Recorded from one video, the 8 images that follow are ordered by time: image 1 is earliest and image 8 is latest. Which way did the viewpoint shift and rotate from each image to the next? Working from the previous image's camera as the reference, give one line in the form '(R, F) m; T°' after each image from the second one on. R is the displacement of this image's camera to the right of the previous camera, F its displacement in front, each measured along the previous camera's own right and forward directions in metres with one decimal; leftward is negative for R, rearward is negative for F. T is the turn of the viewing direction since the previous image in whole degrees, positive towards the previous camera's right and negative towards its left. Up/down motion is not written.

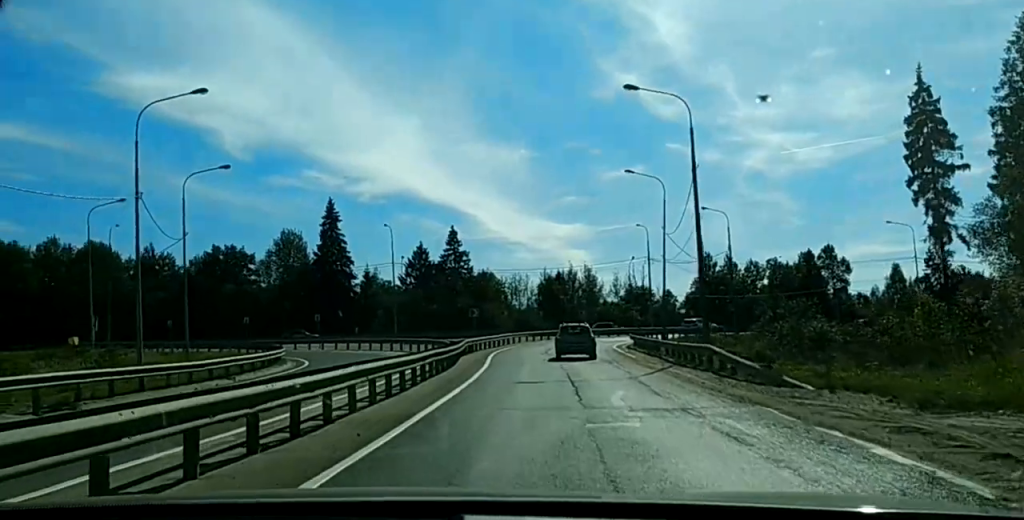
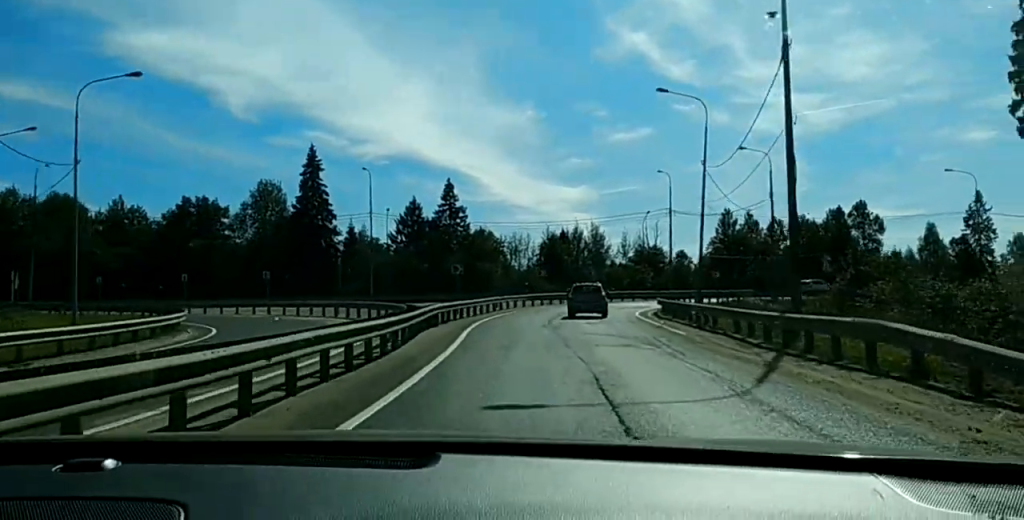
(-0.1, +16.0) m; +1°
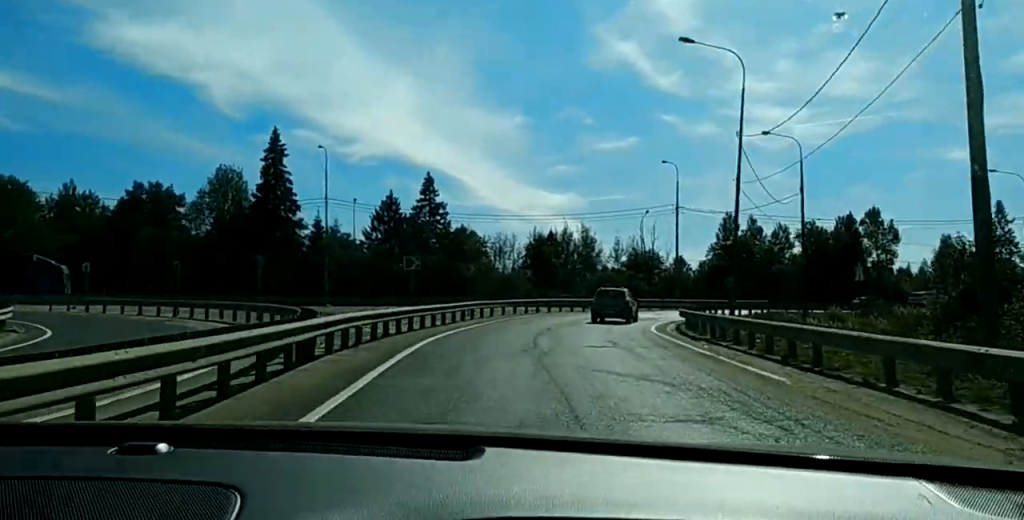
(+0.2, +13.8) m; +2°
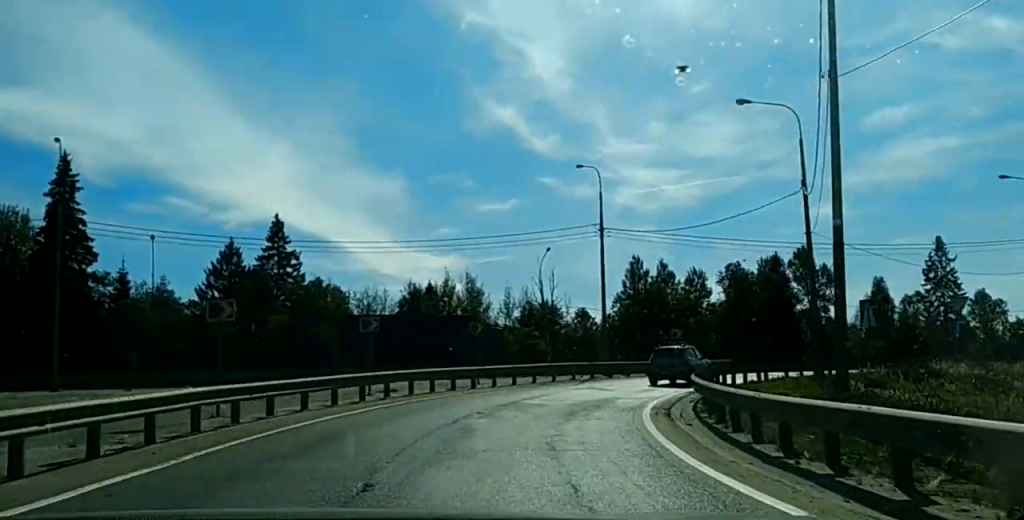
(+0.9, +25.7) m; +5°
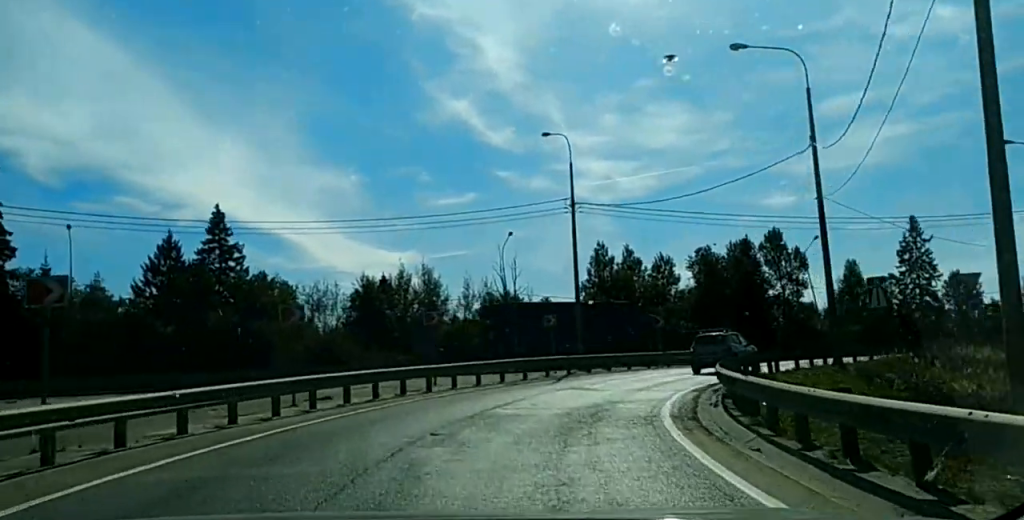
(-0.1, +7.0) m; +2°
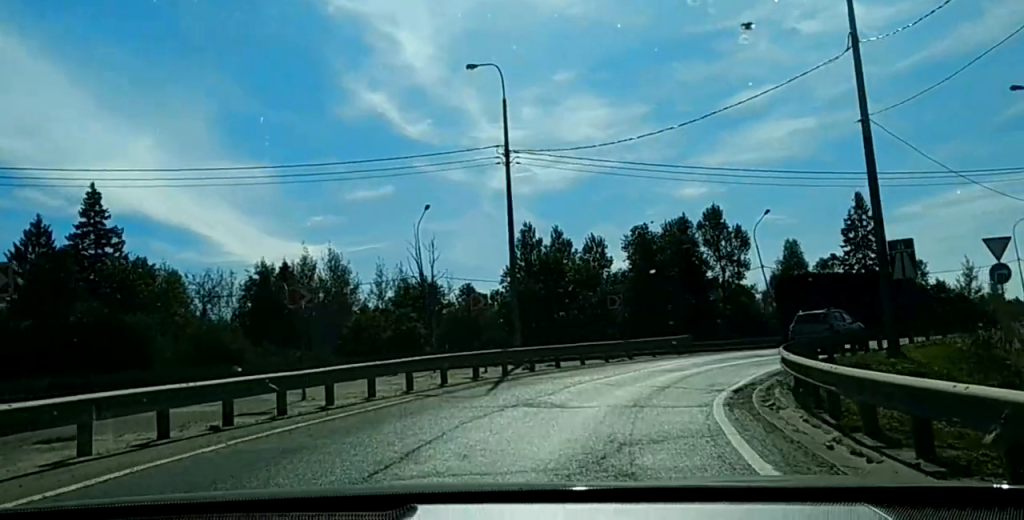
(+0.7, +11.4) m; +7°
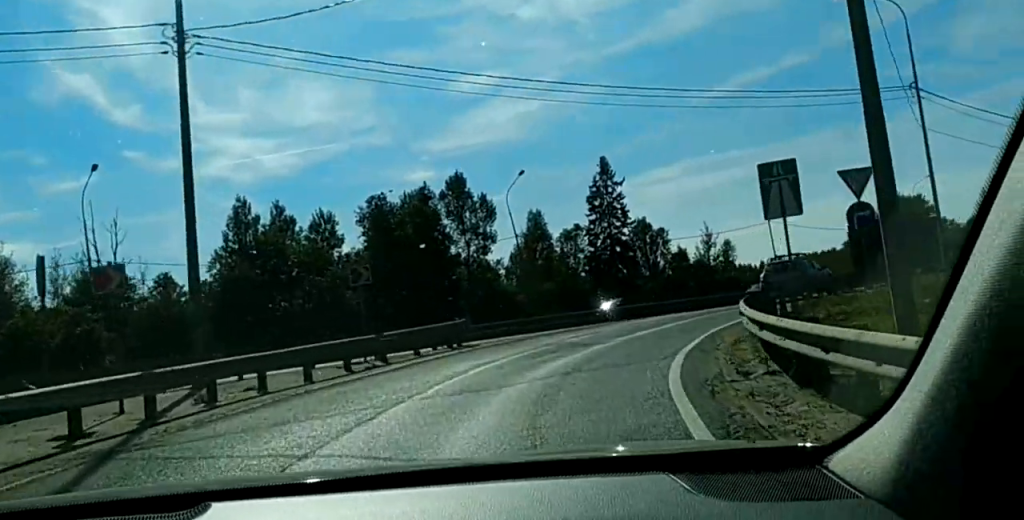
(+1.2, +13.0) m; +12°
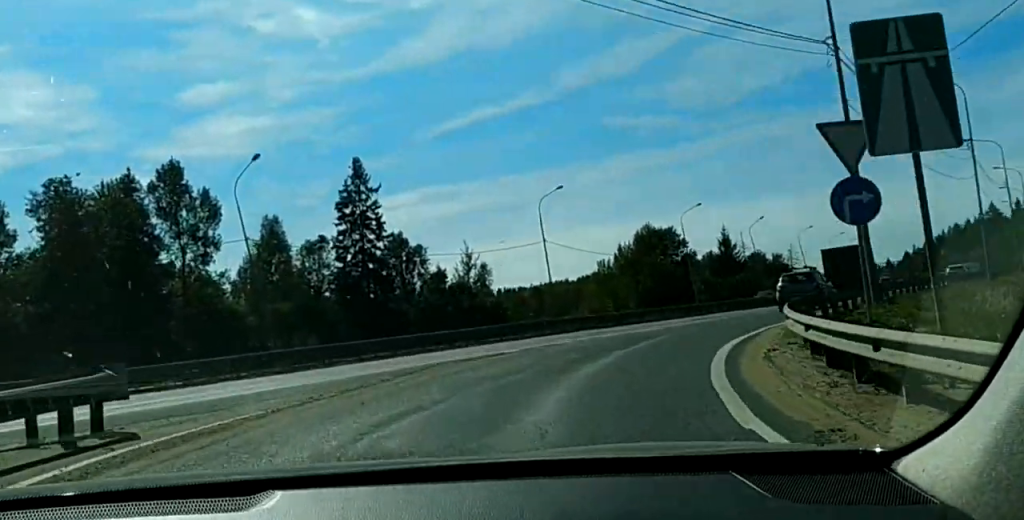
(+1.8, +13.9) m; +16°
